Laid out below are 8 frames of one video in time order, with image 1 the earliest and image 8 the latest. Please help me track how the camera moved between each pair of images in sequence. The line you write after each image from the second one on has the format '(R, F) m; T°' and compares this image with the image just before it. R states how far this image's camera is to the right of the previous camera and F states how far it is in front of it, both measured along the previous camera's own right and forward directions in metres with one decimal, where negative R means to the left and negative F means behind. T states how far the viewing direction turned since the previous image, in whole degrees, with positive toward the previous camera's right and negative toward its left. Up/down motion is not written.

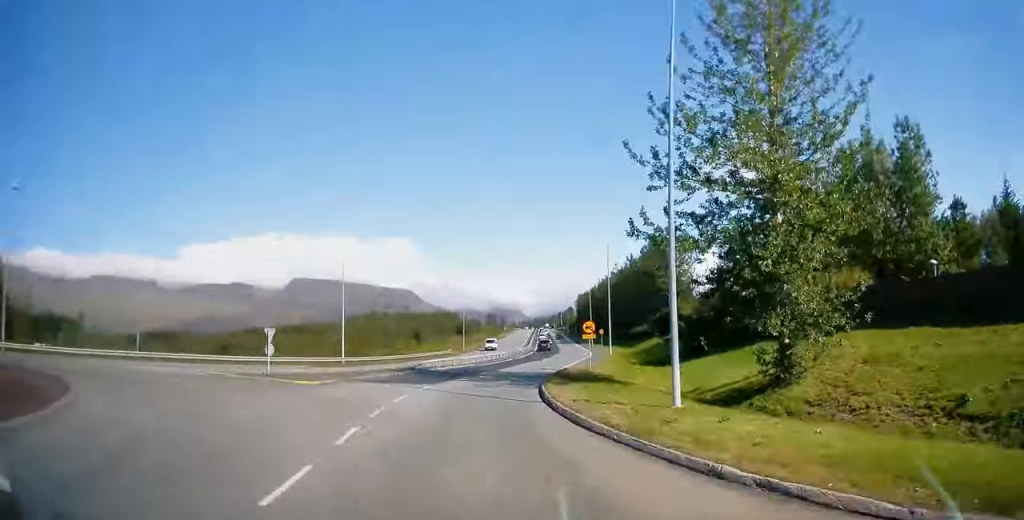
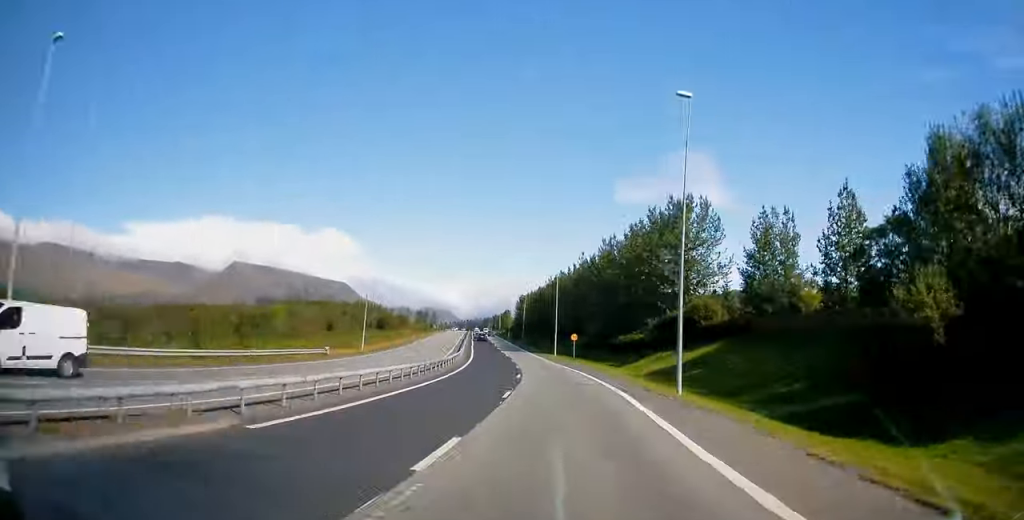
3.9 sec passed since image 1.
(-1.3, +42.4) m; -3°
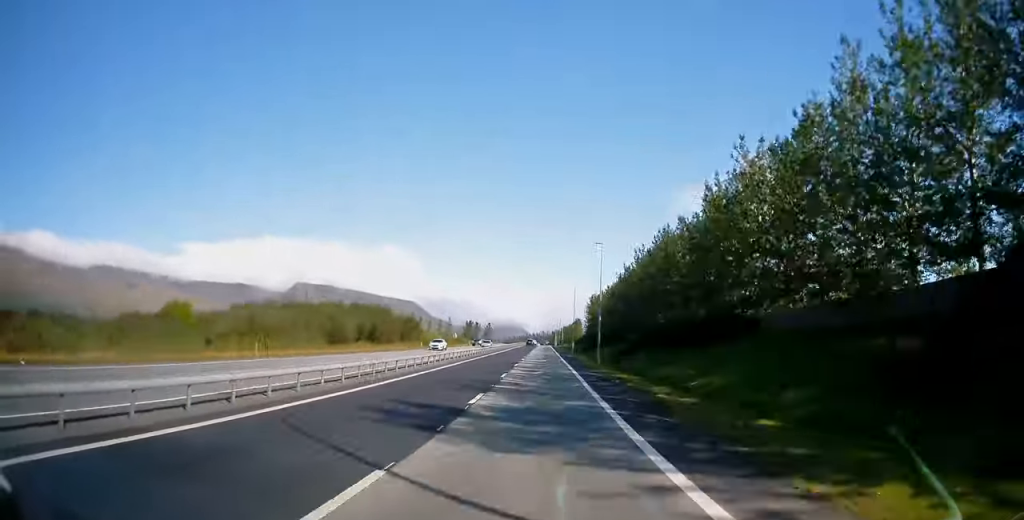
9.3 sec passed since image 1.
(-2.6, +73.2) m; -4°
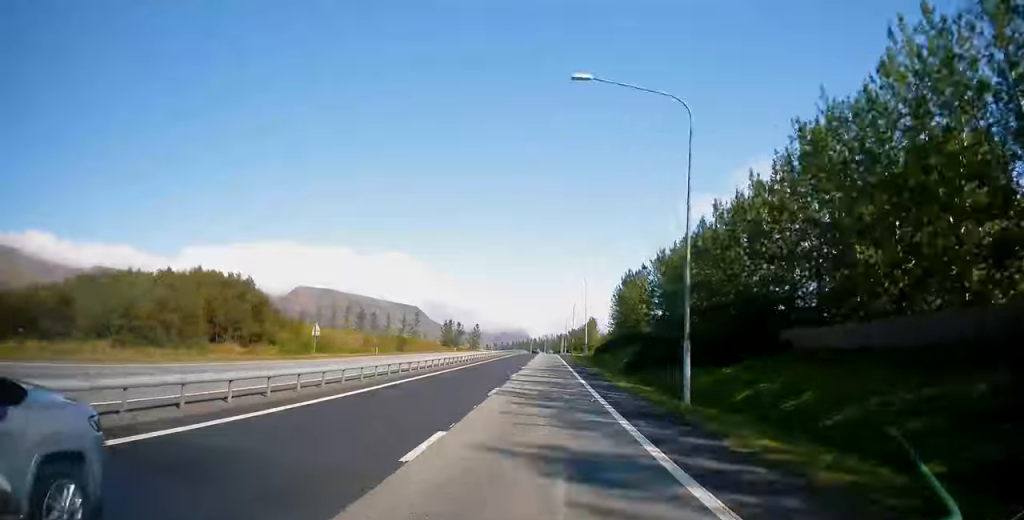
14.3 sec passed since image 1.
(-1.5, +77.2) m; -1°
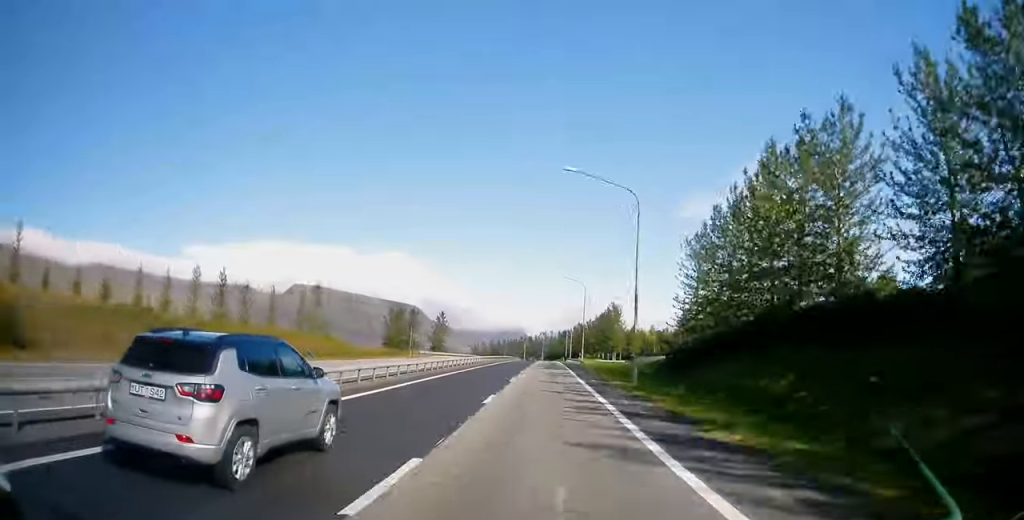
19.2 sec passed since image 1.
(-0.3, +83.0) m; 0°
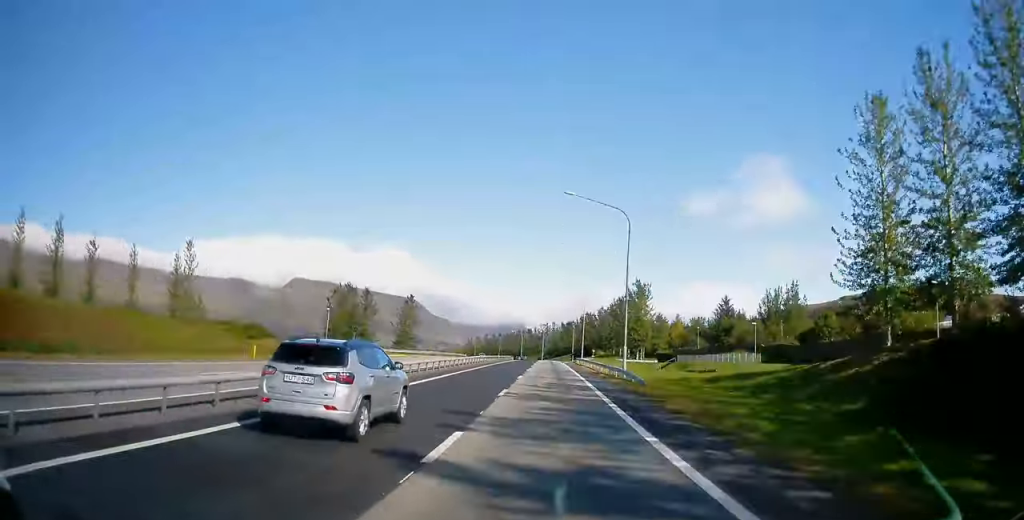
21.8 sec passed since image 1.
(-0.1, +43.3) m; 0°
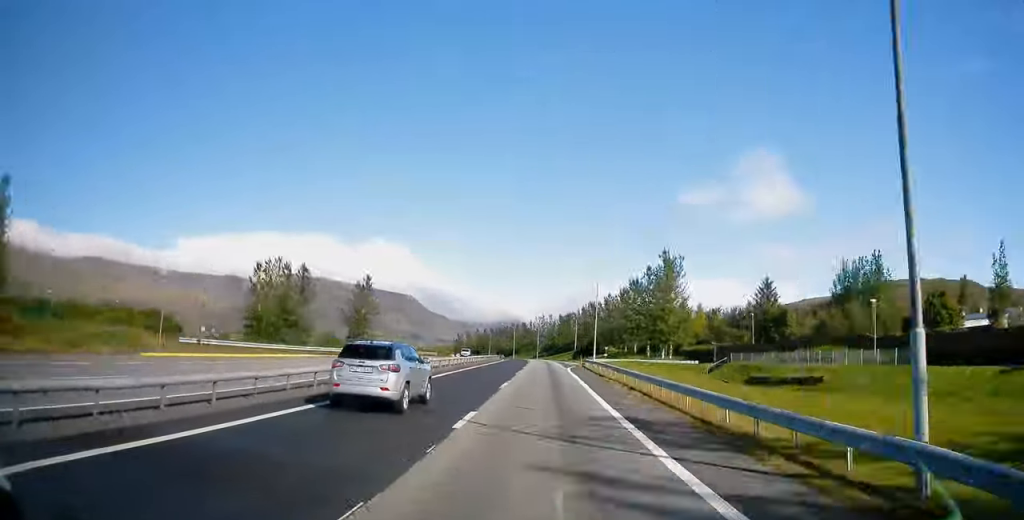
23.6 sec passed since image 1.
(0.0, +31.9) m; 0°
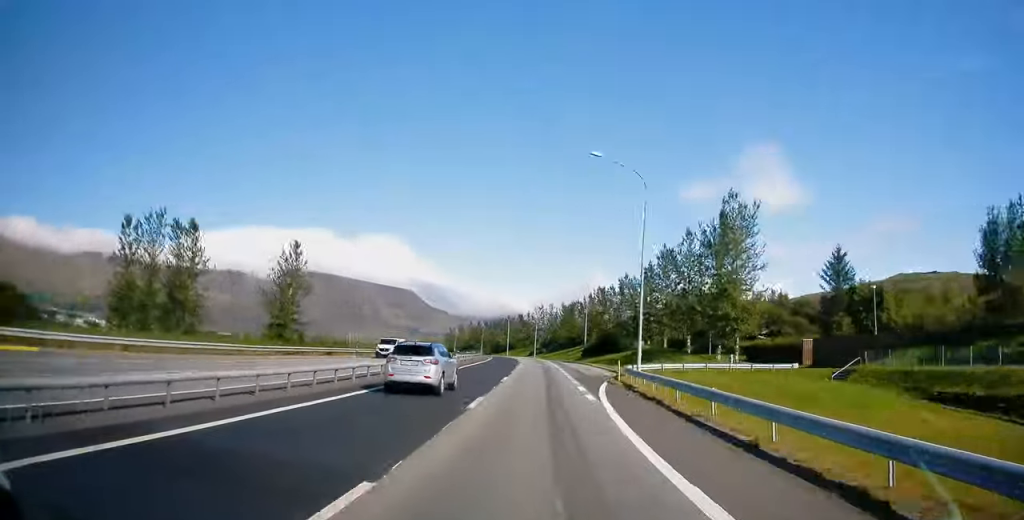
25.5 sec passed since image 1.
(-0.1, +31.7) m; -1°
